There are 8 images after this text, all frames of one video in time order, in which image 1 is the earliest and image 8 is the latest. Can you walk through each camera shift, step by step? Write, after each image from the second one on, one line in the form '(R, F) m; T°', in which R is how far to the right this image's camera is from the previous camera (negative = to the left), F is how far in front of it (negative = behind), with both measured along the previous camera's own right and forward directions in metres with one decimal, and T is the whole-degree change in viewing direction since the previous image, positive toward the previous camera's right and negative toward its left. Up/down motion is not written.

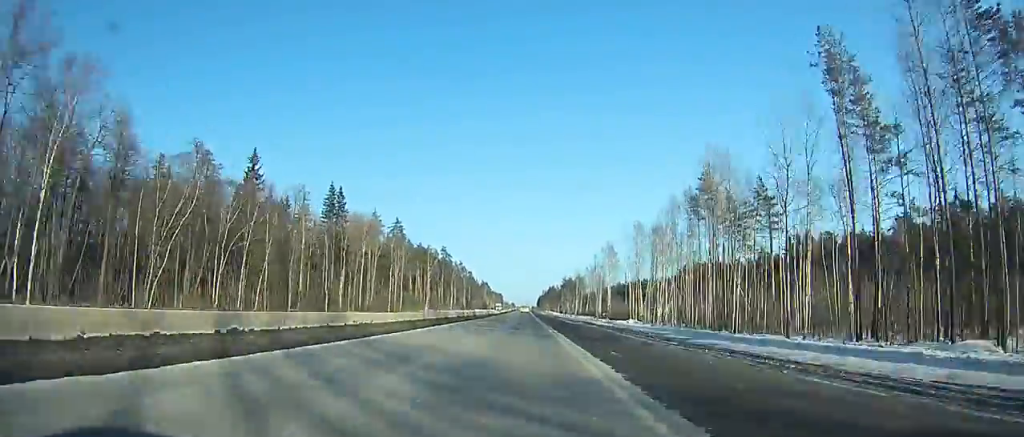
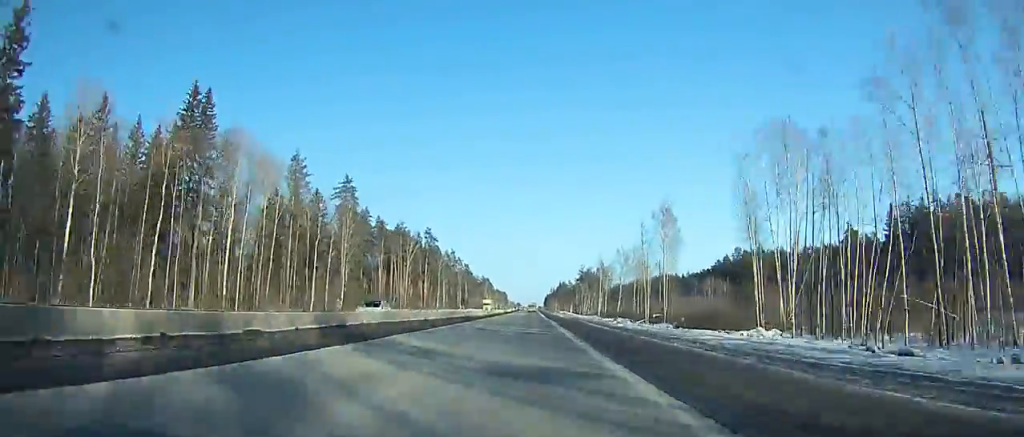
(-0.1, +64.4) m; 0°
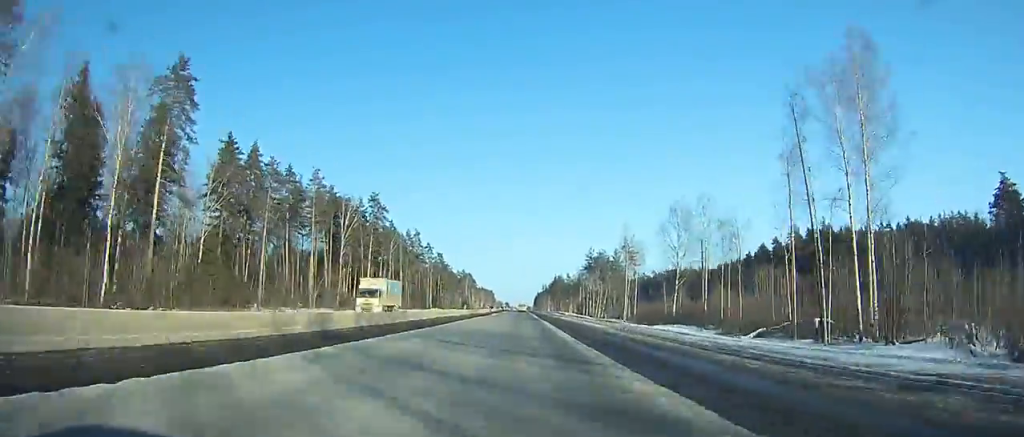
(0.0, +69.0) m; 0°
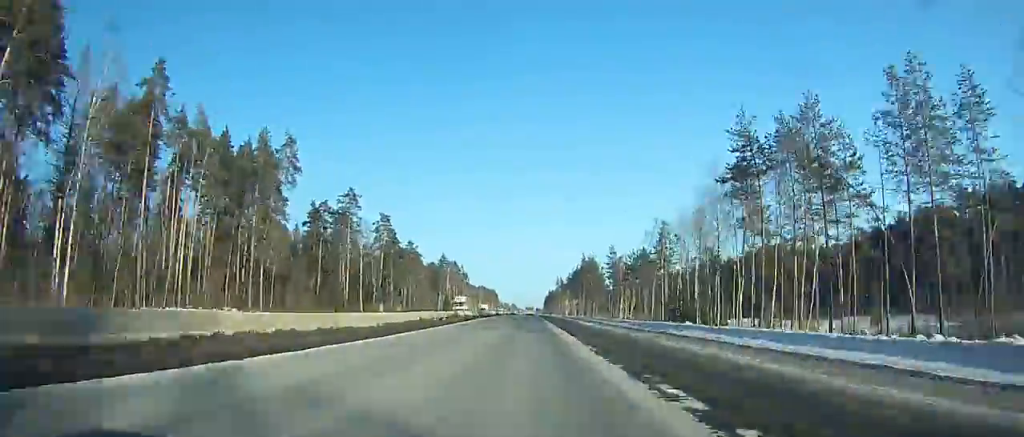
(+0.1, +127.4) m; 0°
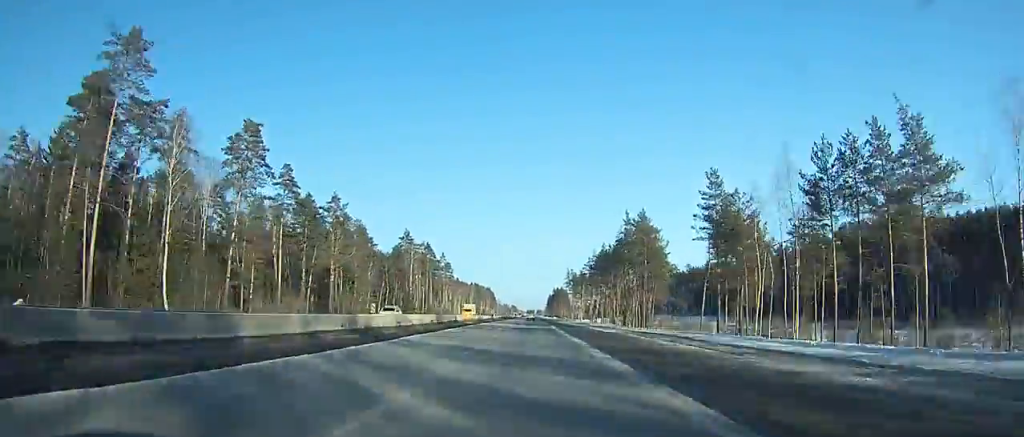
(-0.2, +87.0) m; 0°
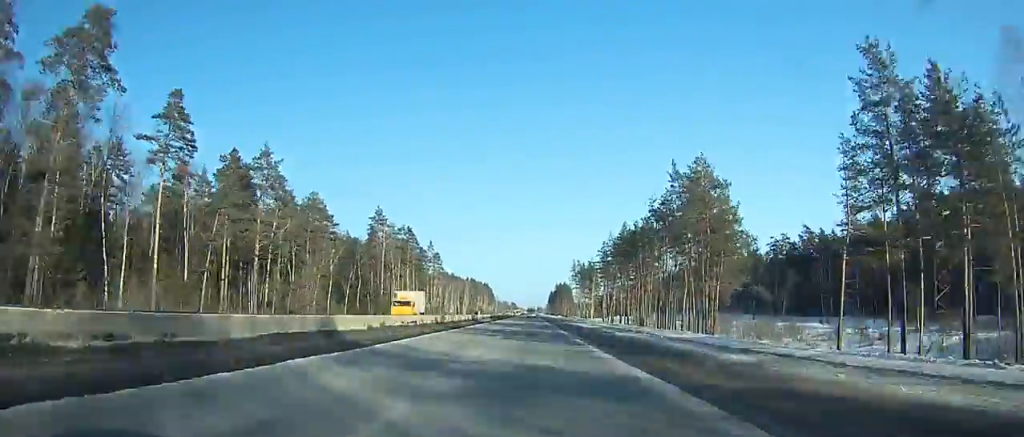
(+0.1, +36.0) m; 0°
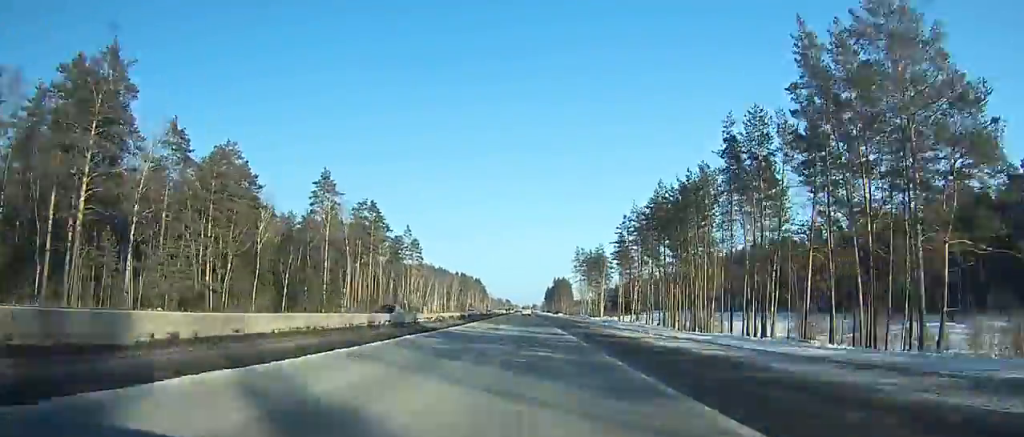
(0.0, +38.7) m; 0°
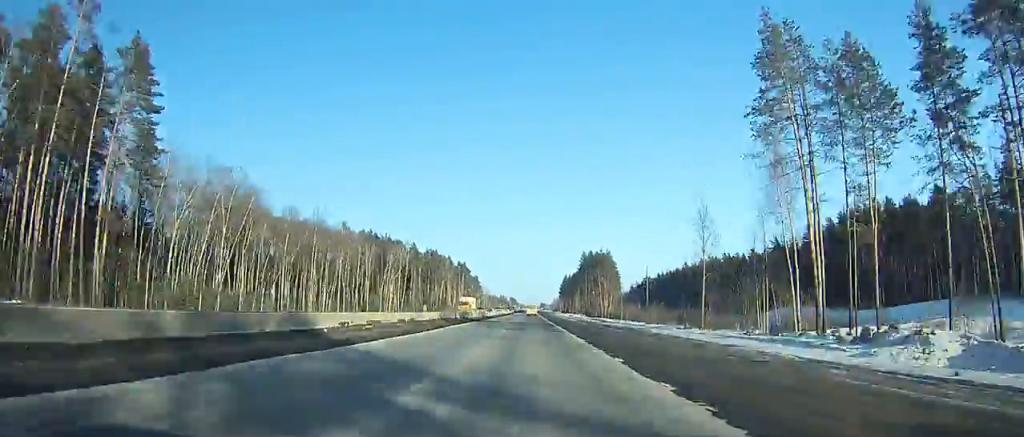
(-0.1, +155.2) m; 0°
